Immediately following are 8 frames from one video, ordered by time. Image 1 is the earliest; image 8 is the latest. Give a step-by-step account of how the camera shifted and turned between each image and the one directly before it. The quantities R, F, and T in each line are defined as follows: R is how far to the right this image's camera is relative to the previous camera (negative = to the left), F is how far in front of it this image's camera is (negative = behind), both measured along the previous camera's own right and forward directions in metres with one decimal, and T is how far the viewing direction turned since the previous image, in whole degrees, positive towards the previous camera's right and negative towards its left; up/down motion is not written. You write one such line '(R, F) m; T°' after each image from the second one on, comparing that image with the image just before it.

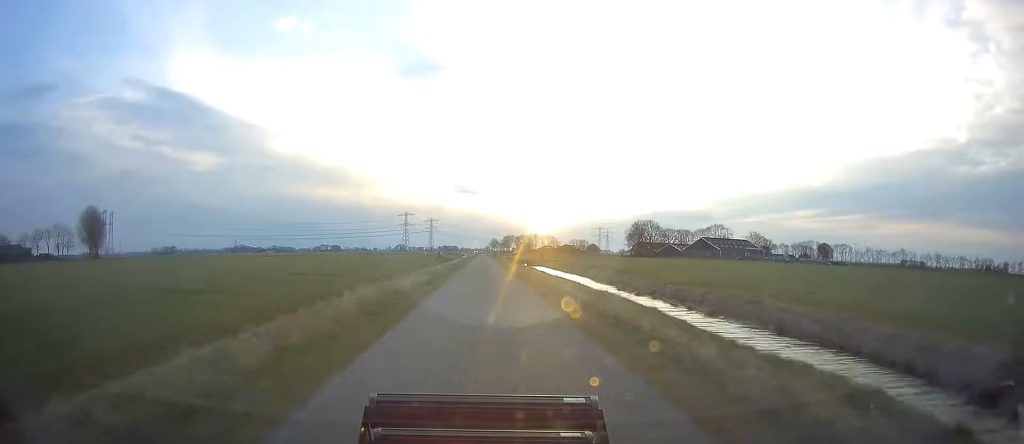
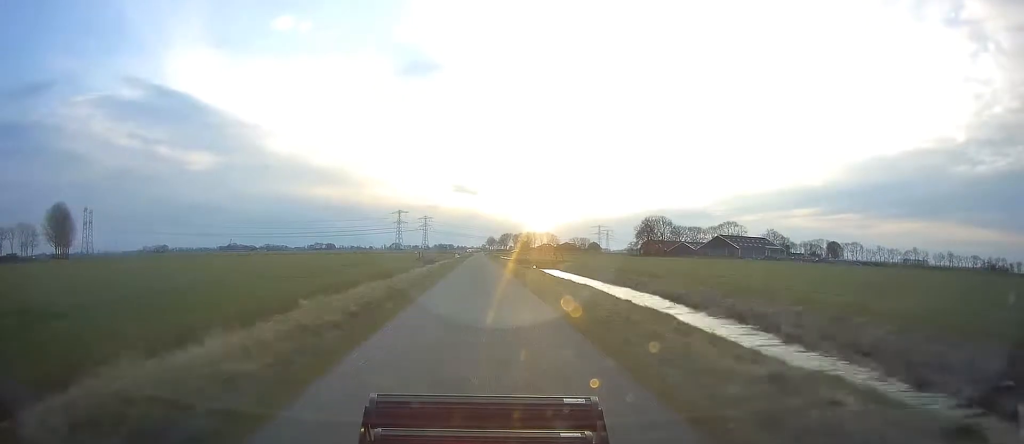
(+0.1, +25.6) m; 0°
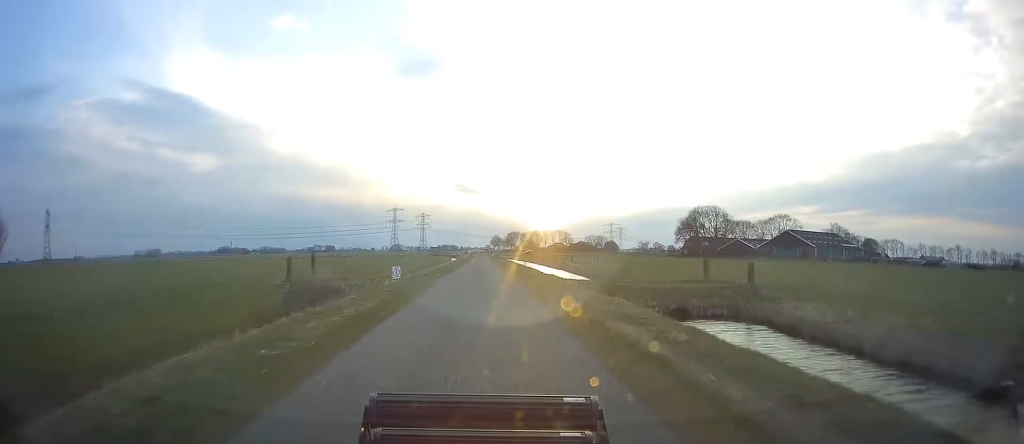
(-0.4, +62.2) m; -1°
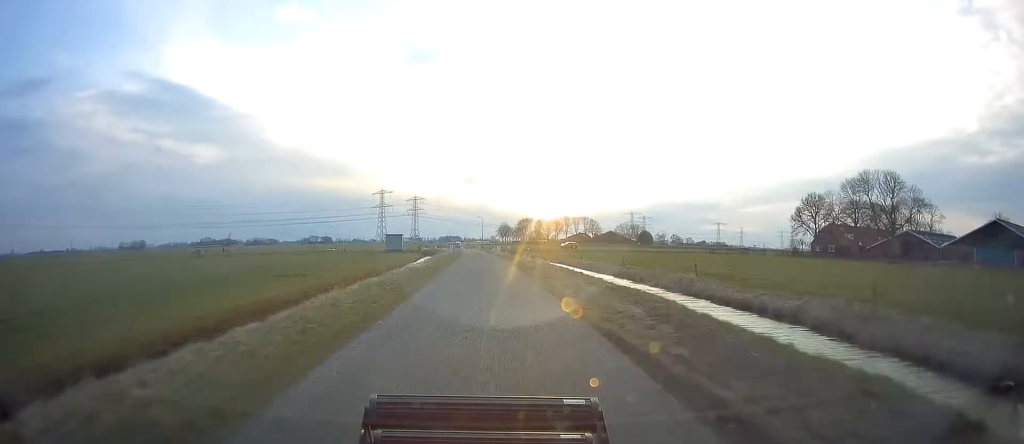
(+0.4, +100.7) m; 0°
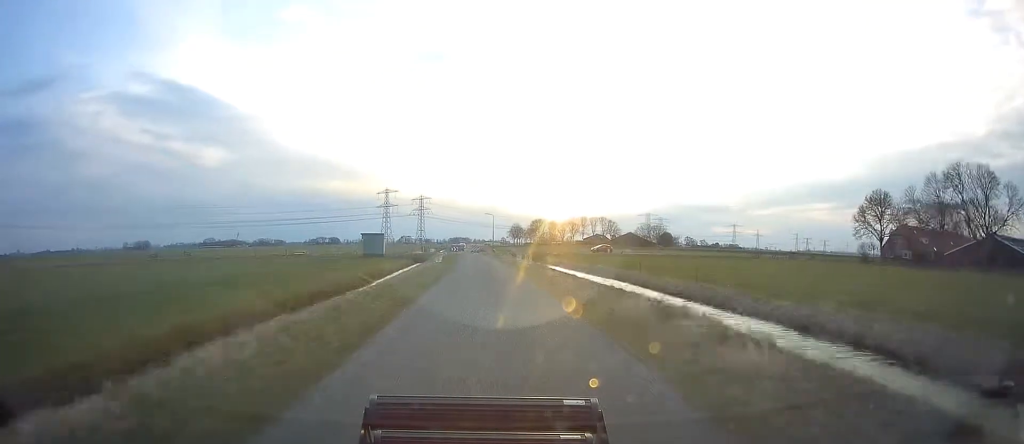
(+0.3, +26.6) m; 0°
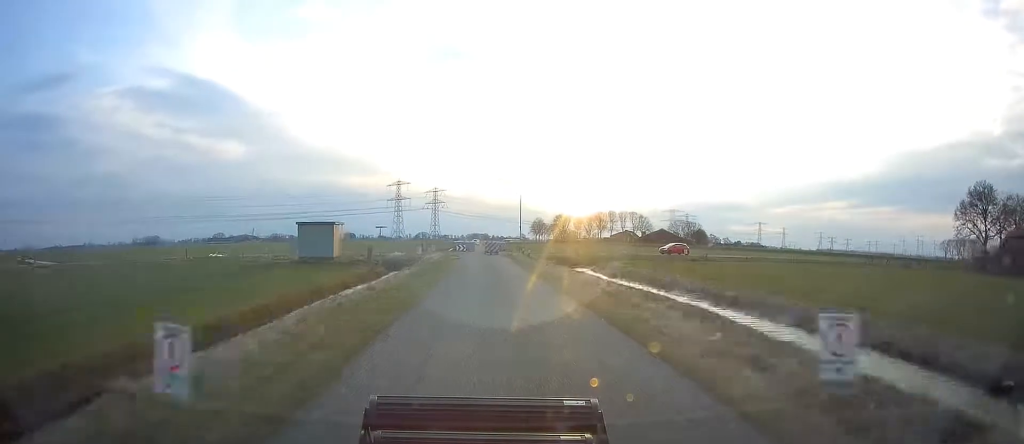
(-0.7, +32.7) m; -2°
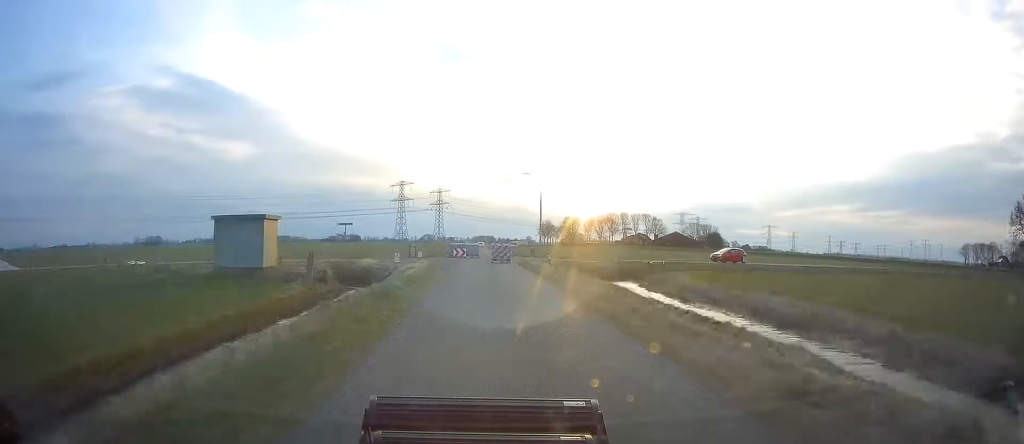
(-0.3, +15.2) m; -1°
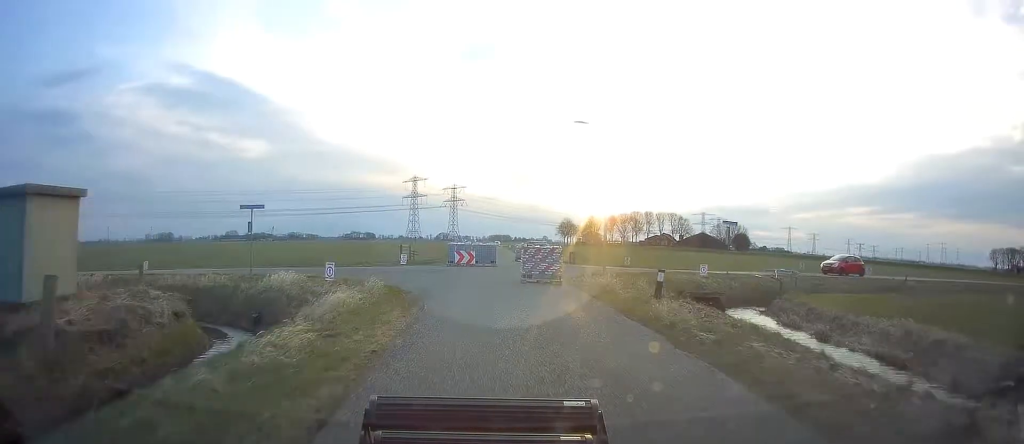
(-0.3, +18.8) m; 0°
